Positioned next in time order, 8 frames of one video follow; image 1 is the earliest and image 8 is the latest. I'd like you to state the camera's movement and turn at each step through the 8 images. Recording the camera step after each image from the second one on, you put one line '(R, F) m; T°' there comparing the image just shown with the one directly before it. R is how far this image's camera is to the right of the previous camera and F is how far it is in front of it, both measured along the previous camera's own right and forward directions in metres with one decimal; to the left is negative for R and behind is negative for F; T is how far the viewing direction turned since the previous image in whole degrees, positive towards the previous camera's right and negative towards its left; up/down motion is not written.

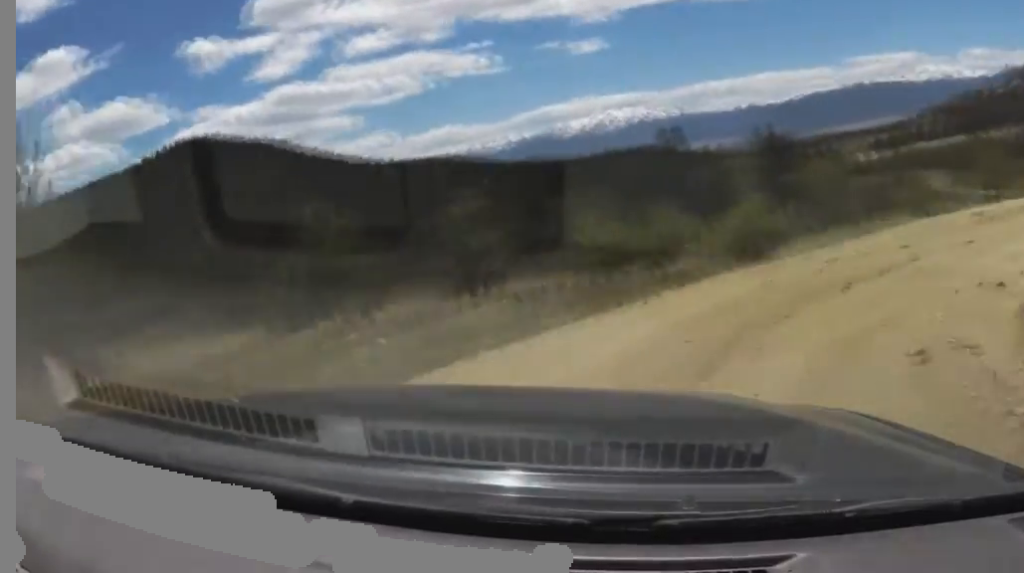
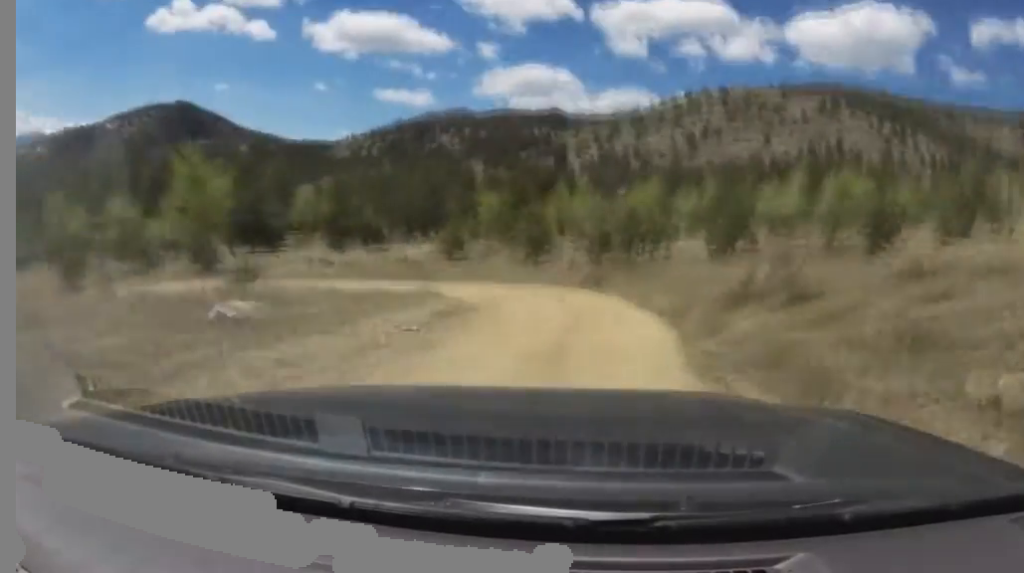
(+6.6, +23.1) m; -2°
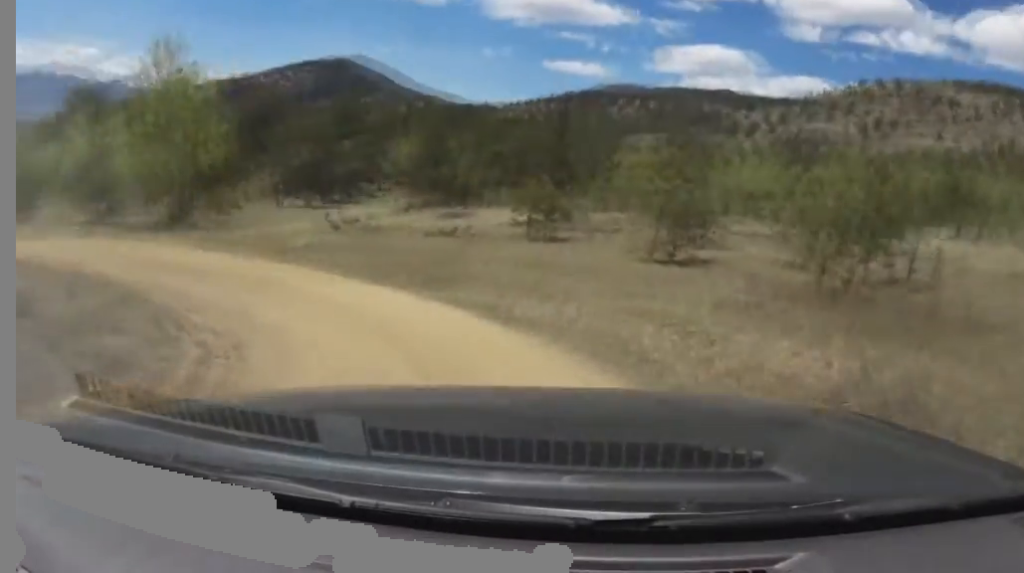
(-3.8, +20.1) m; -10°
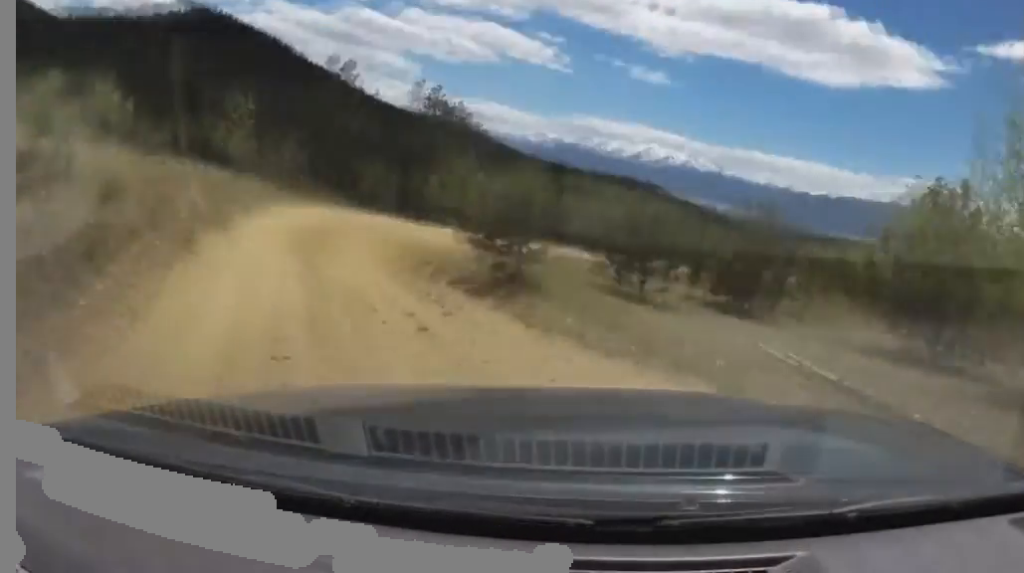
(+0.2, +21.7) m; +1°
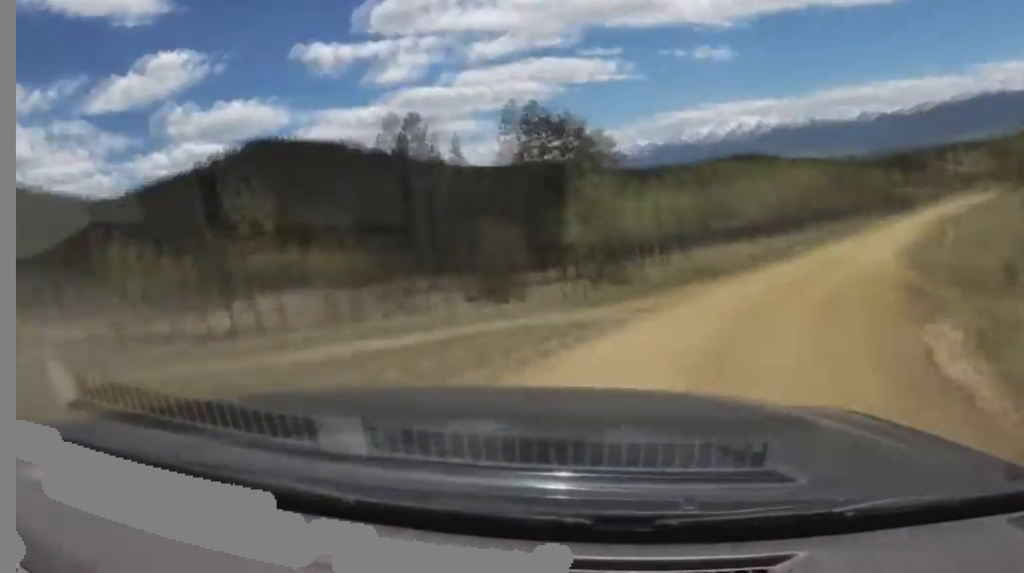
(+0.2, +22.0) m; +1°
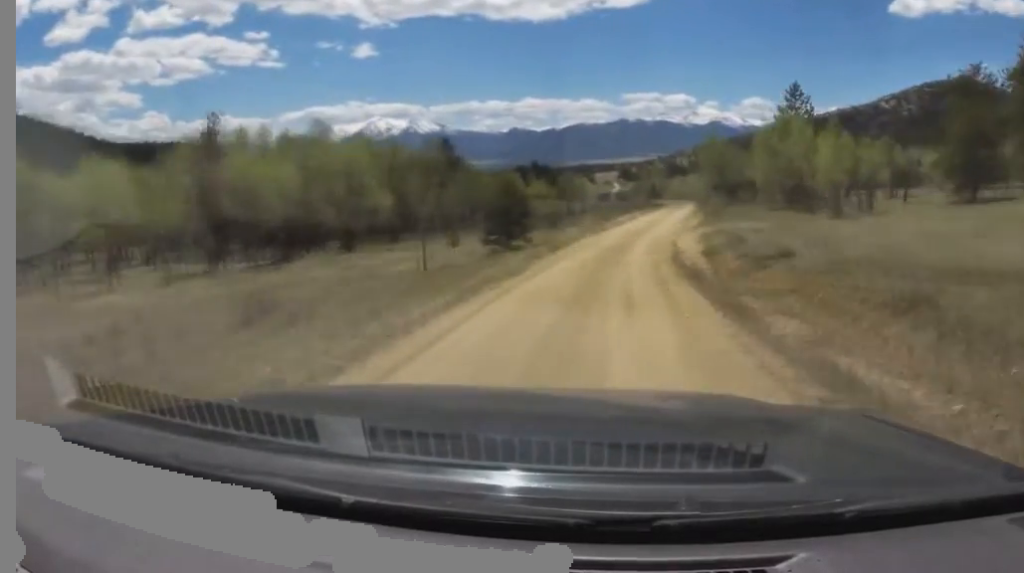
(0.0, +40.4) m; 0°
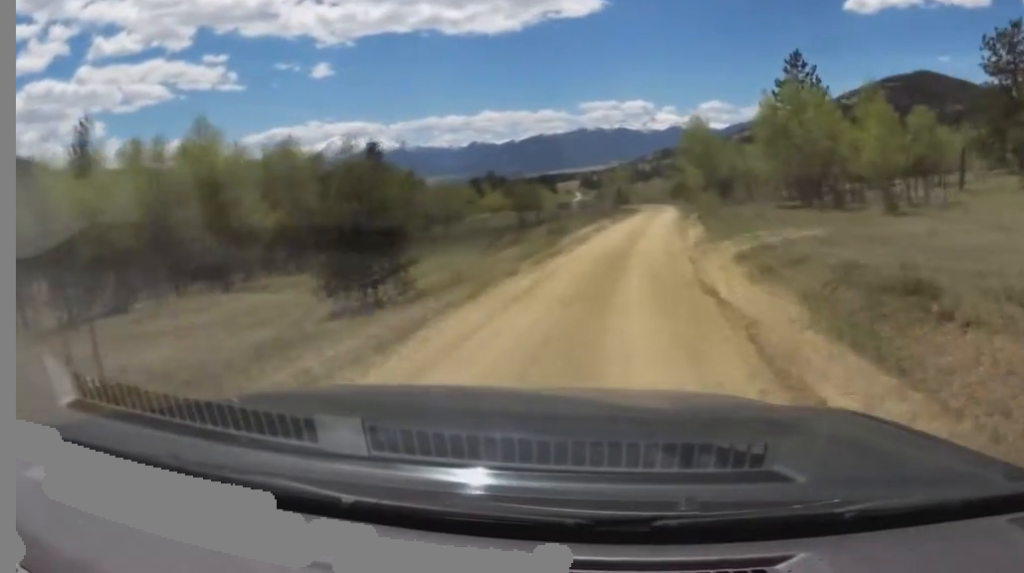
(0.0, +14.2) m; +2°
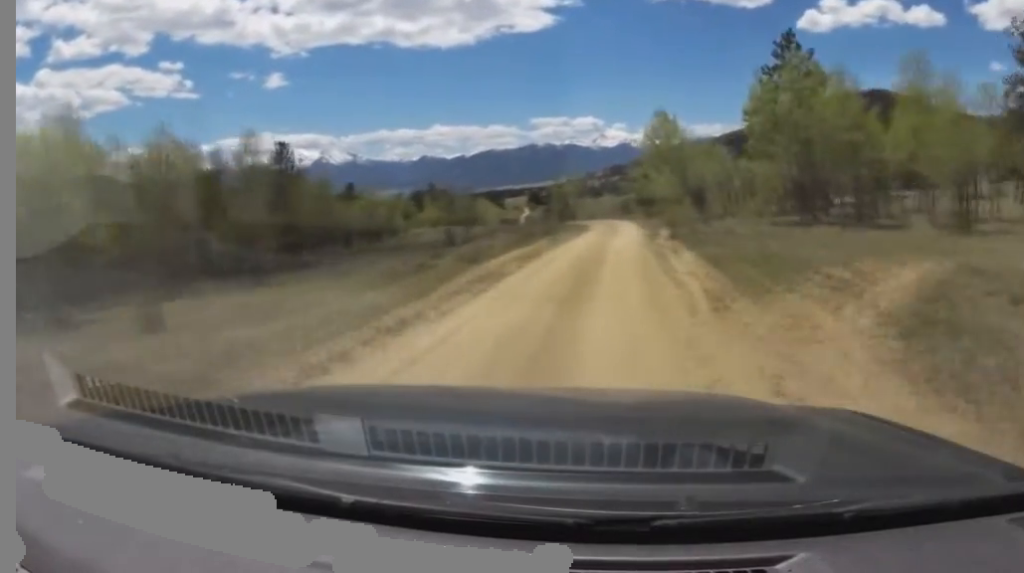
(-0.3, +10.9) m; +2°
